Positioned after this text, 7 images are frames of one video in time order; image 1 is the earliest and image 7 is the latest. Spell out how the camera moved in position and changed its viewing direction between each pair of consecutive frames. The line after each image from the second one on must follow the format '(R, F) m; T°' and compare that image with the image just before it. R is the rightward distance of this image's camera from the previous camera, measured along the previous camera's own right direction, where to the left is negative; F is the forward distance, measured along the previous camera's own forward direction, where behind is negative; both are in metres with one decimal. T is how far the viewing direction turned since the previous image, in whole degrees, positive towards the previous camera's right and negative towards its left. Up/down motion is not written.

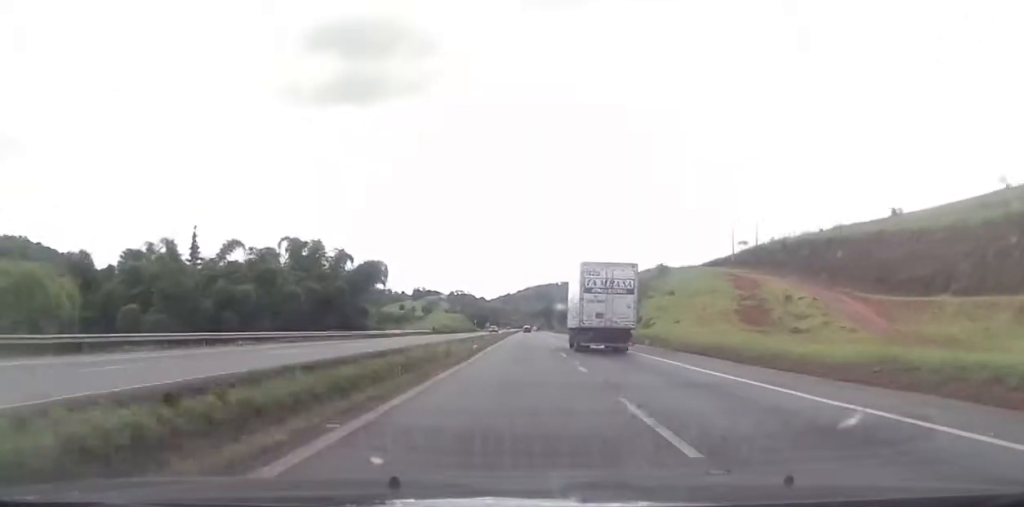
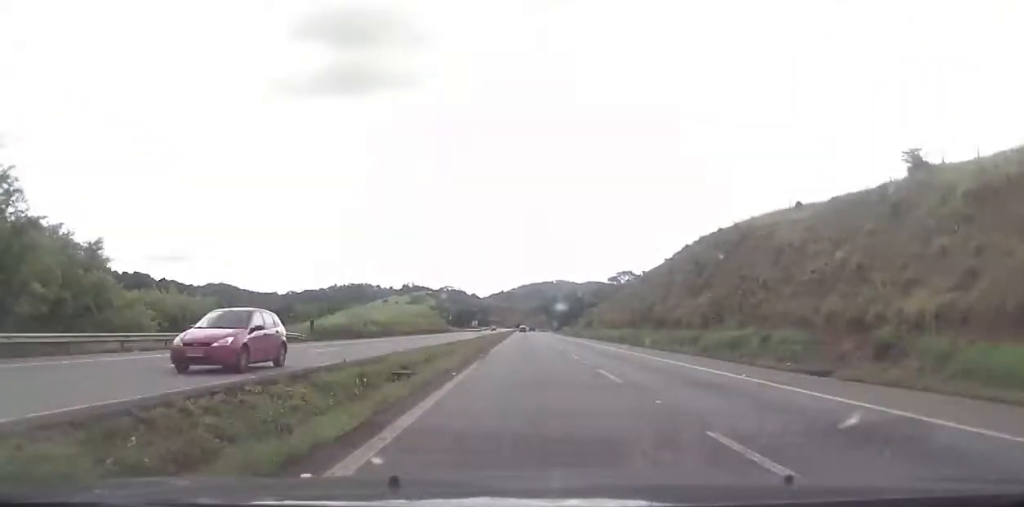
(+0.2, +73.3) m; +1°
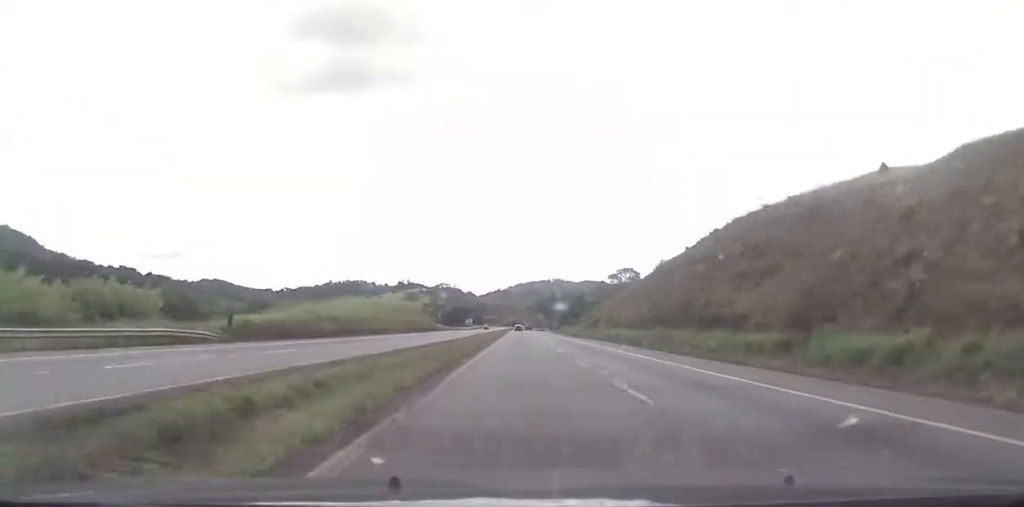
(+0.1, +15.6) m; 0°
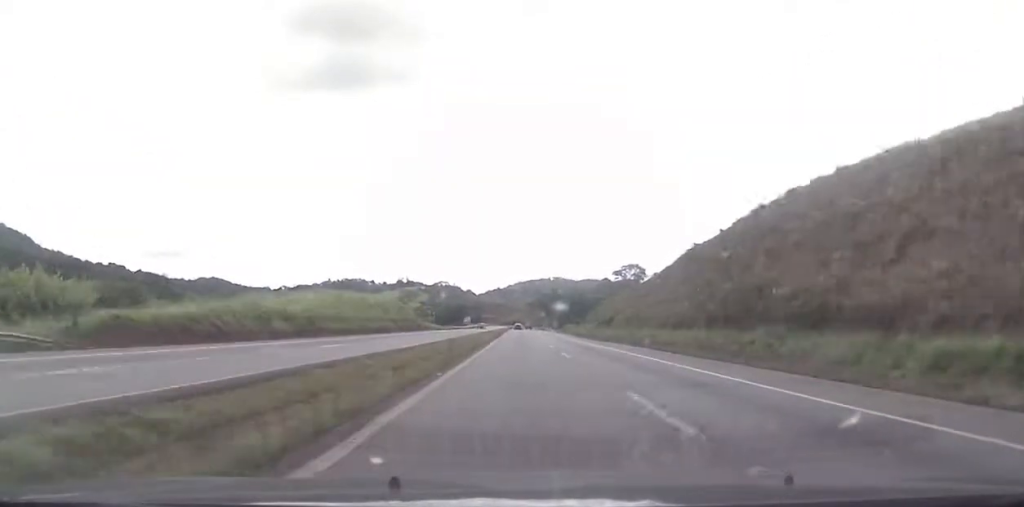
(-0.1, +15.6) m; 0°
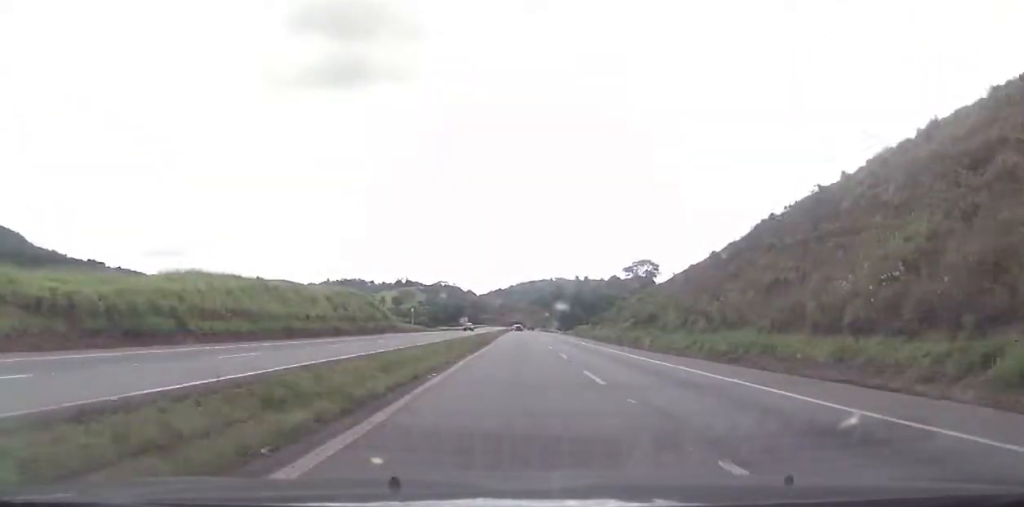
(-0.4, +29.1) m; 0°
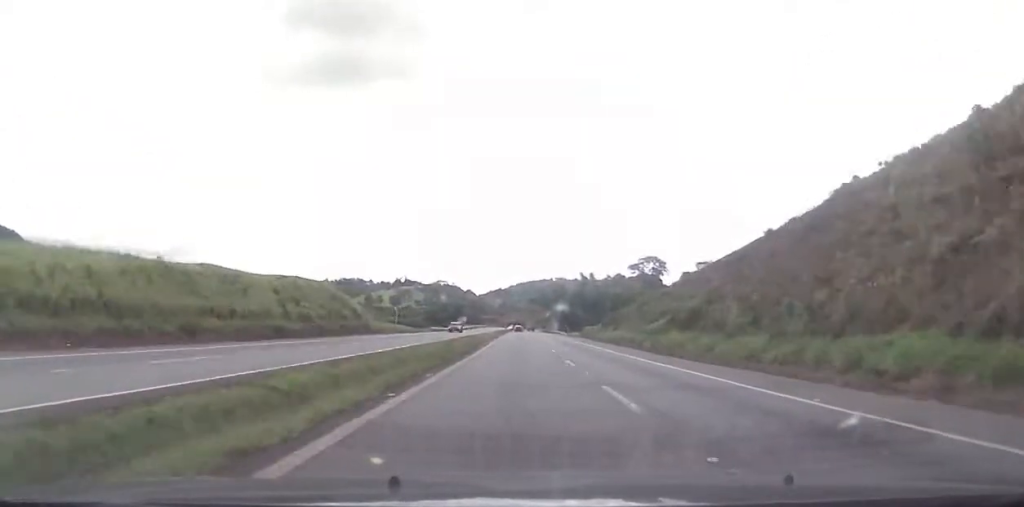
(+0.2, +15.7) m; 0°
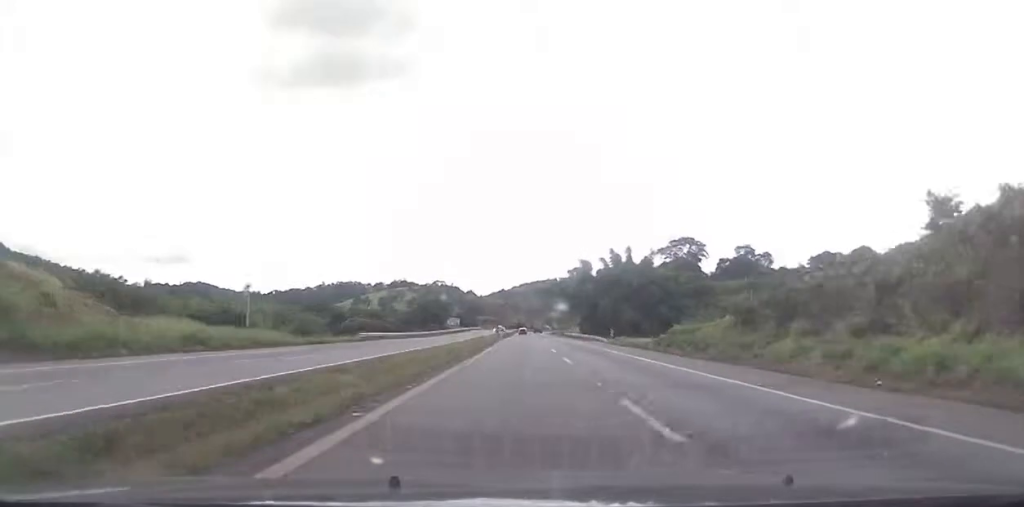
(+0.5, +61.0) m; 0°
